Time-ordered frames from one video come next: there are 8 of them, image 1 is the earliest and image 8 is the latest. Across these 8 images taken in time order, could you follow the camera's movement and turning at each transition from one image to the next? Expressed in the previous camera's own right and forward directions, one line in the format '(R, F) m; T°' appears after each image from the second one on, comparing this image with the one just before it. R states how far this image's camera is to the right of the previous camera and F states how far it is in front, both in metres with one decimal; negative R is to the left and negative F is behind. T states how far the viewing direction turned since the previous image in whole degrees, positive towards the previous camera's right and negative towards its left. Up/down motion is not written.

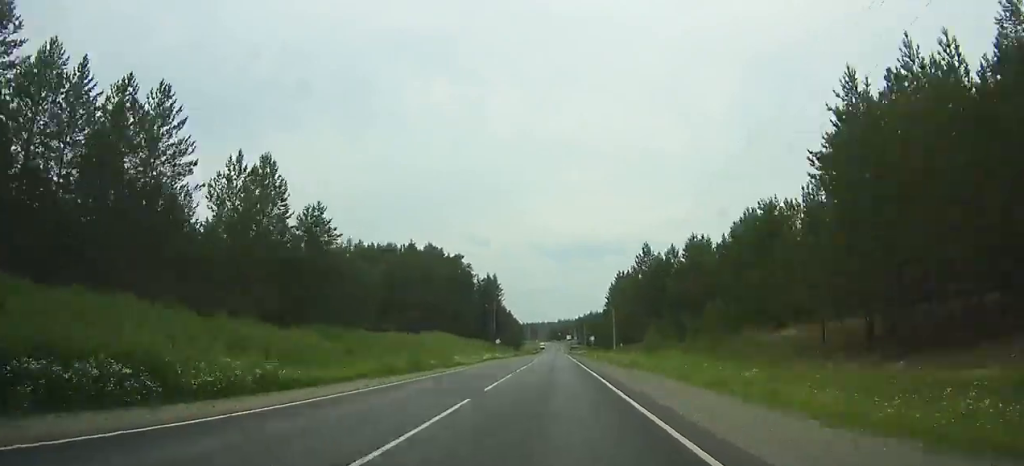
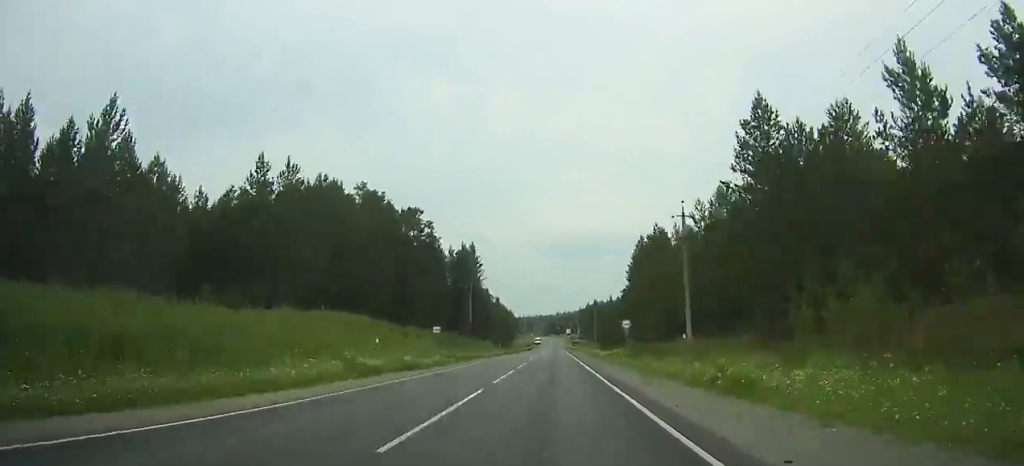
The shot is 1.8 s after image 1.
(-0.3, +44.2) m; +1°
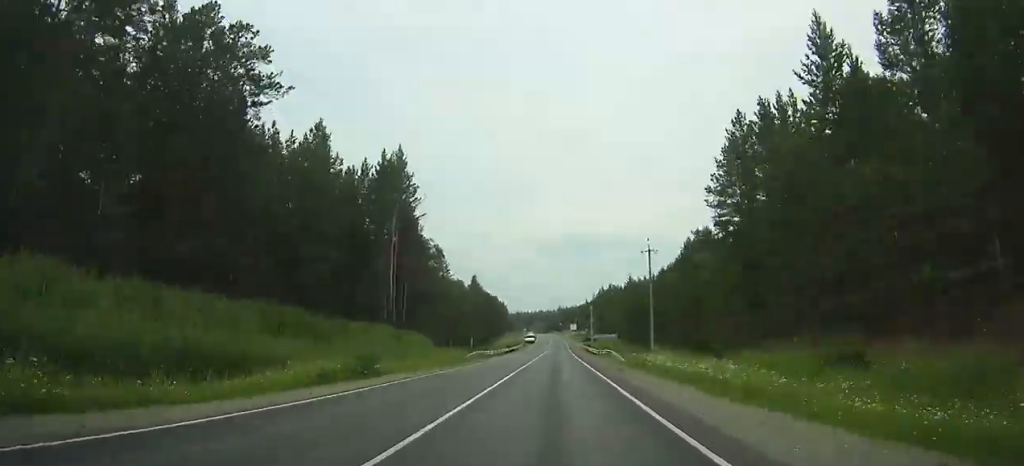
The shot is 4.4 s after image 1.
(+3.8, +61.8) m; +2°
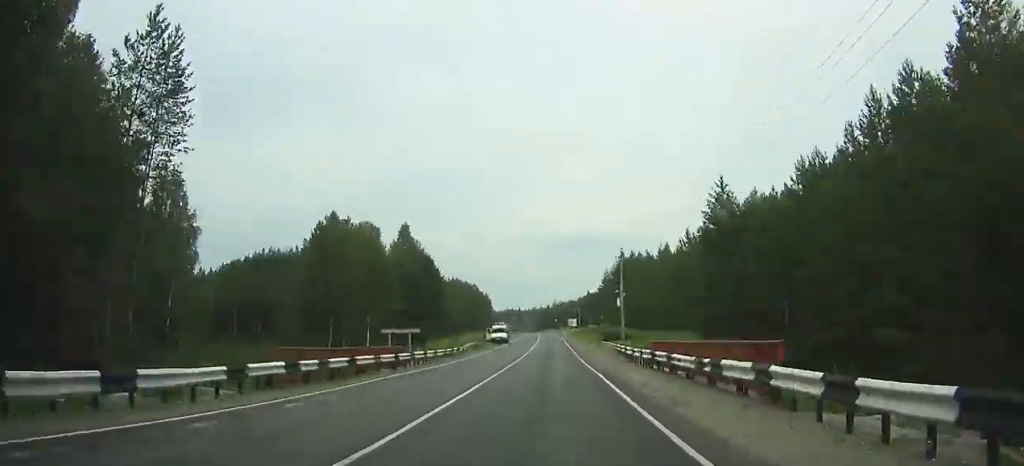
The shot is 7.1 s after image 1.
(-1.9, +62.5) m; -2°
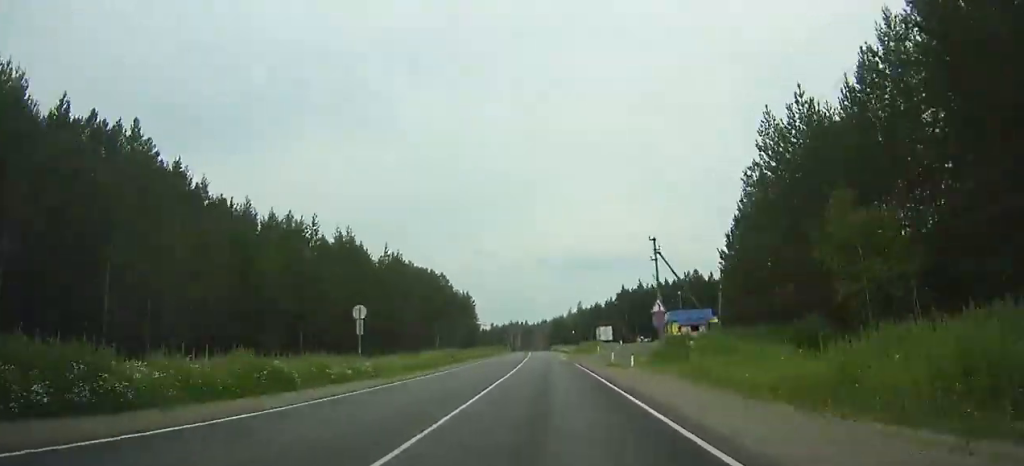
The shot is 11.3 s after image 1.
(-1.6, +100.5) m; -2°
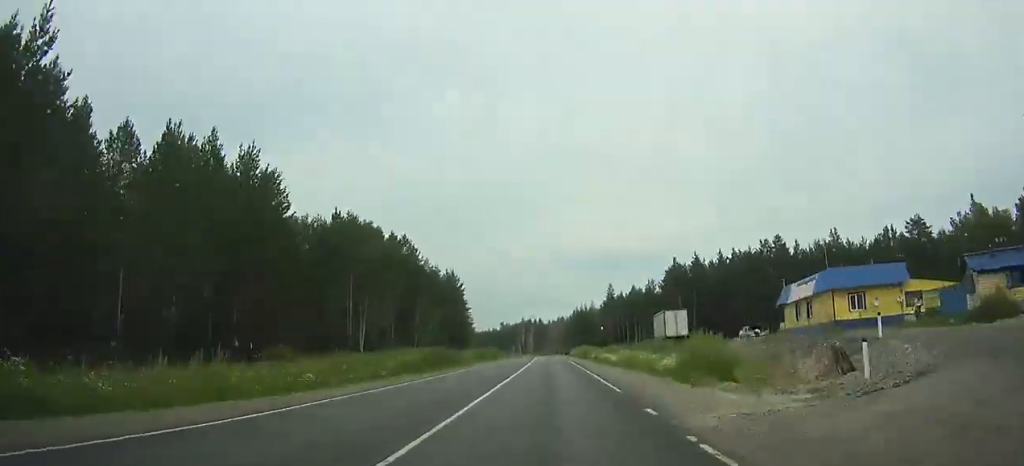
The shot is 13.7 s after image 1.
(-0.6, +57.1) m; -1°
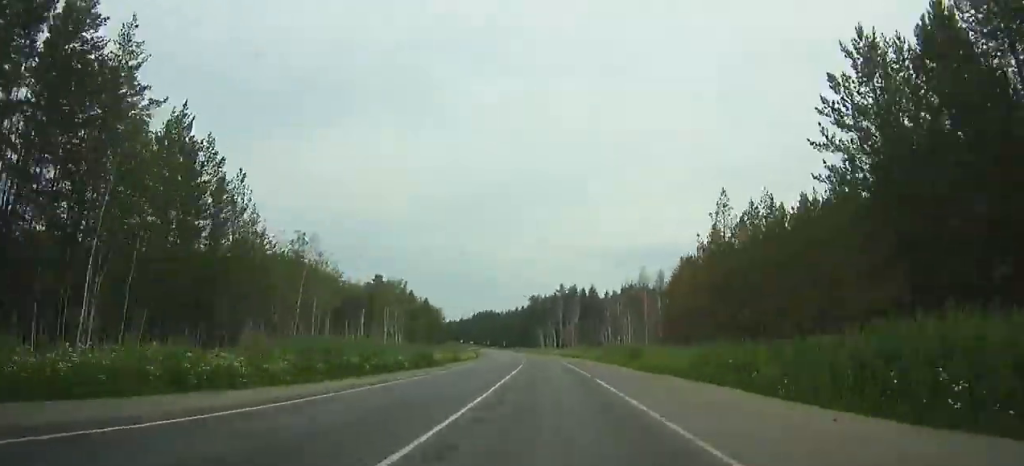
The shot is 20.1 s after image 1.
(-6.7, +152.3) m; -6°
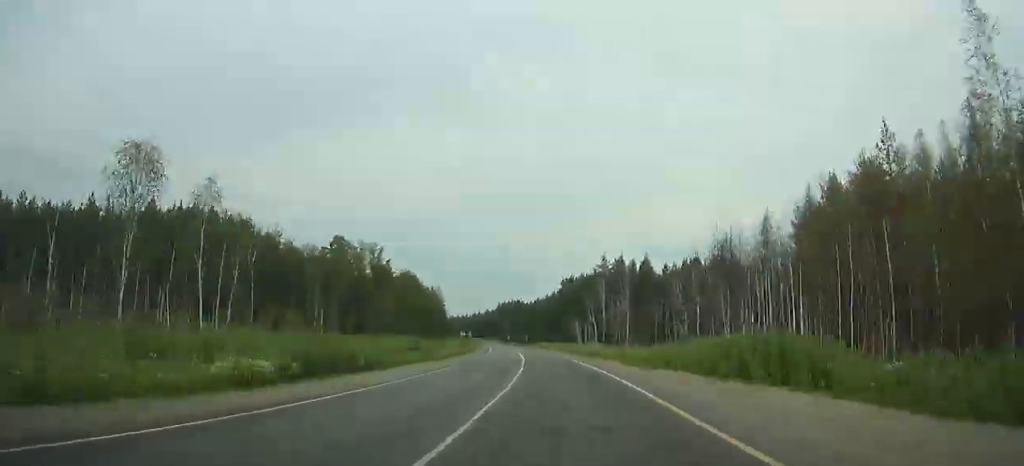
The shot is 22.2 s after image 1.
(-0.6, +51.5) m; -3°
